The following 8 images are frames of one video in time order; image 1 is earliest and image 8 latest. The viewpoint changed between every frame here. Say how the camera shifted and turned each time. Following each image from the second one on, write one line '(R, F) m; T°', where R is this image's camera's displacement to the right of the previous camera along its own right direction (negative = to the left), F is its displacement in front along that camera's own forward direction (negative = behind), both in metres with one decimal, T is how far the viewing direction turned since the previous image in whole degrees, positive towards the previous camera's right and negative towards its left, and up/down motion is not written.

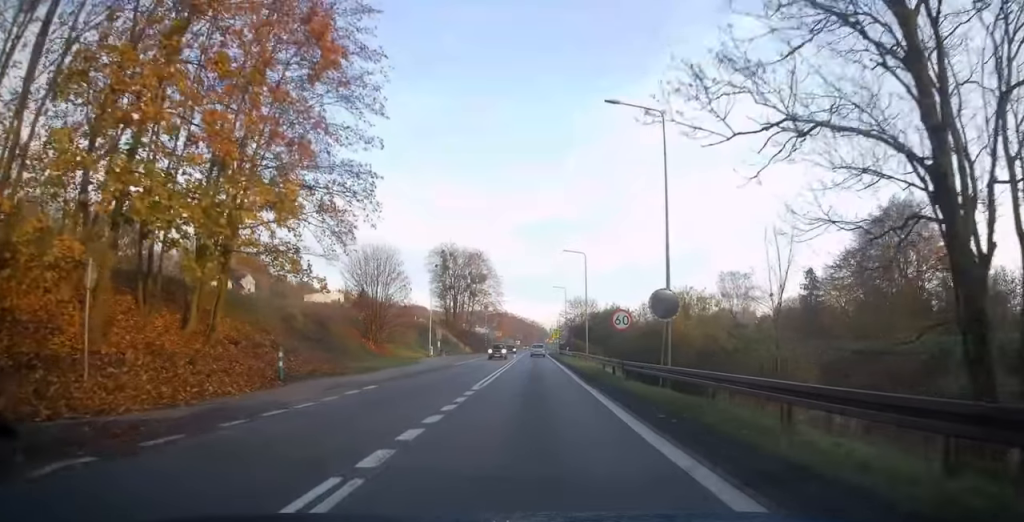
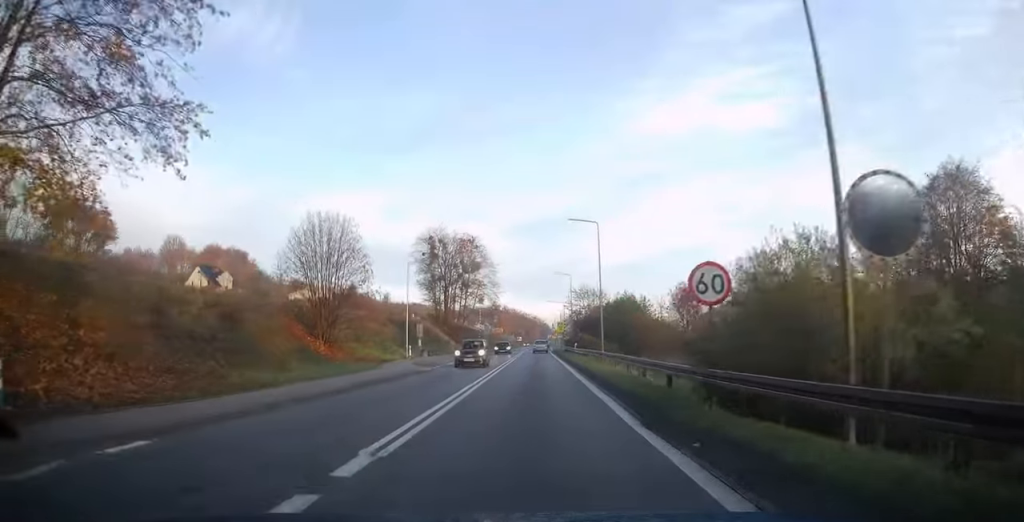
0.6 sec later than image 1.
(-0.1, +12.3) m; 0°
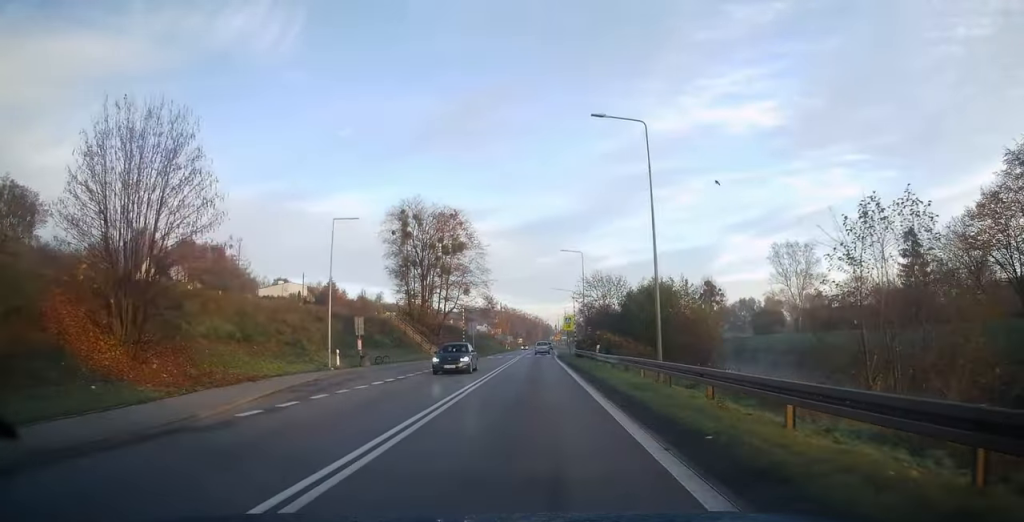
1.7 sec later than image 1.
(+0.1, +20.6) m; 0°
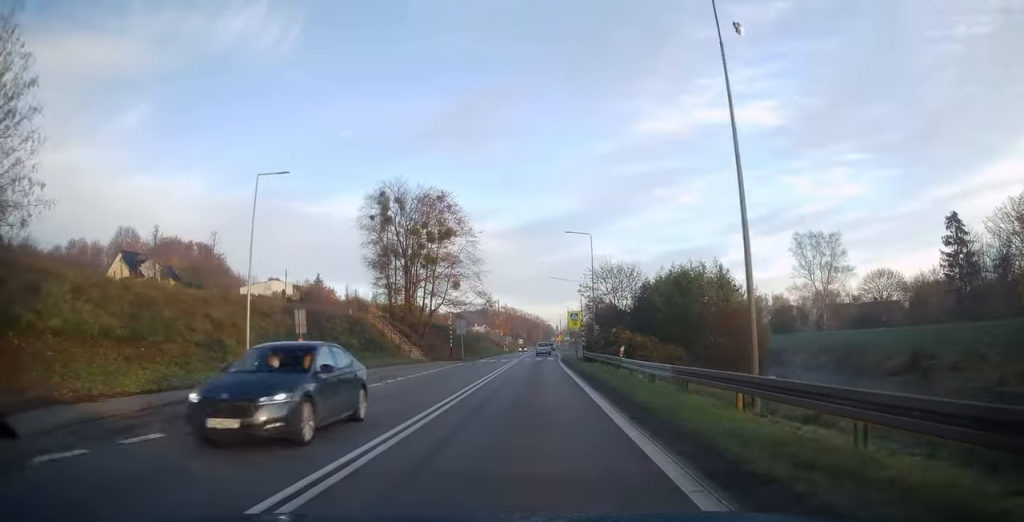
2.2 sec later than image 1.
(0.0, +10.1) m; 0°
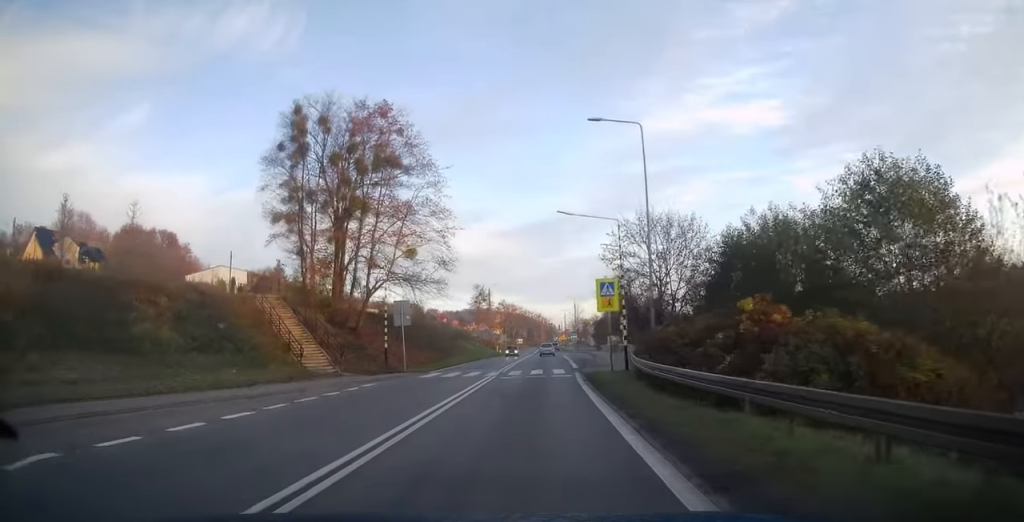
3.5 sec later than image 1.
(-0.2, +24.8) m; 0°
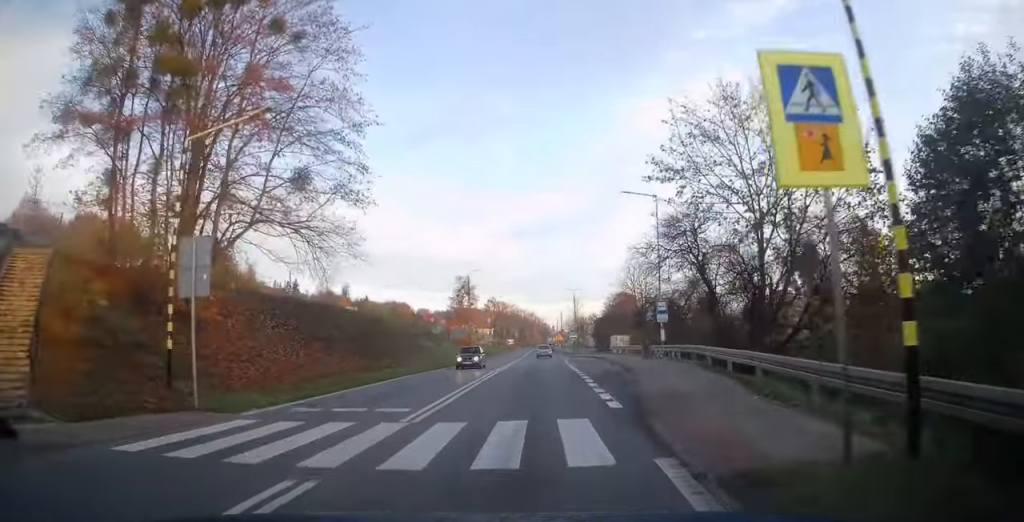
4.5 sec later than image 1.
(+0.1, +20.1) m; +1°
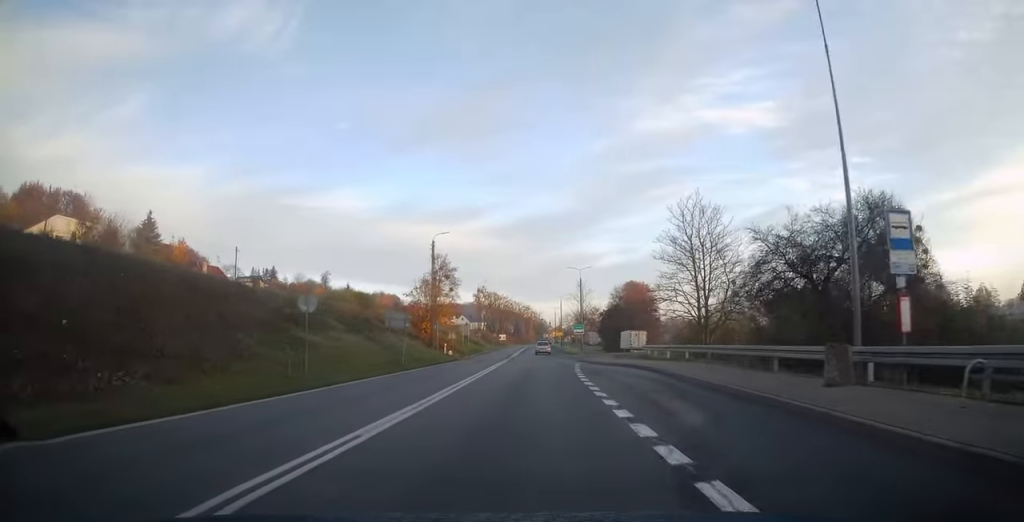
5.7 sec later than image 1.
(+0.1, +23.7) m; 0°
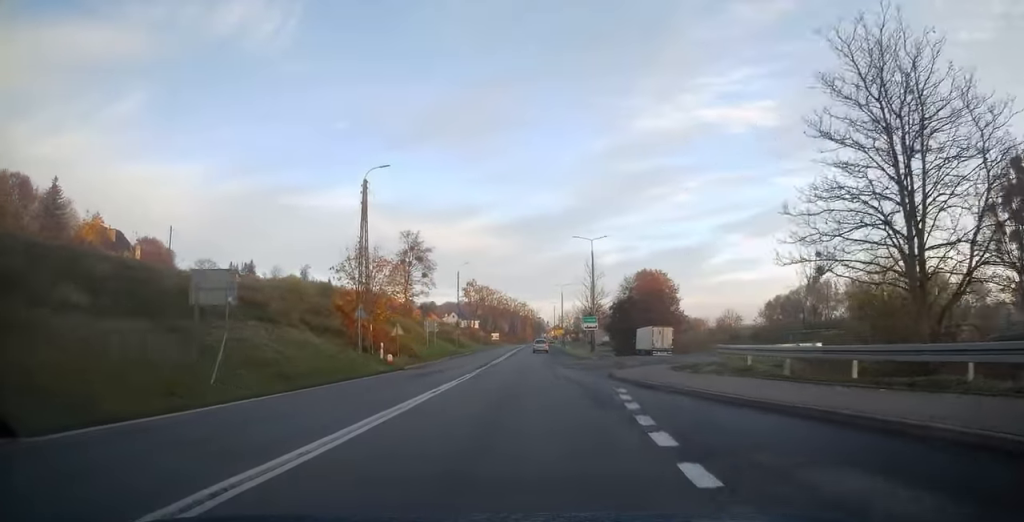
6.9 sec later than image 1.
(0.0, +21.2) m; 0°
